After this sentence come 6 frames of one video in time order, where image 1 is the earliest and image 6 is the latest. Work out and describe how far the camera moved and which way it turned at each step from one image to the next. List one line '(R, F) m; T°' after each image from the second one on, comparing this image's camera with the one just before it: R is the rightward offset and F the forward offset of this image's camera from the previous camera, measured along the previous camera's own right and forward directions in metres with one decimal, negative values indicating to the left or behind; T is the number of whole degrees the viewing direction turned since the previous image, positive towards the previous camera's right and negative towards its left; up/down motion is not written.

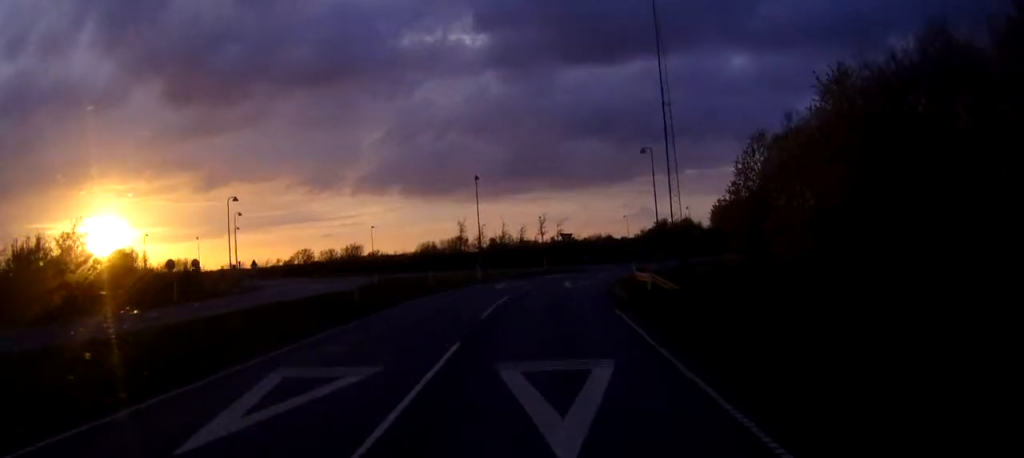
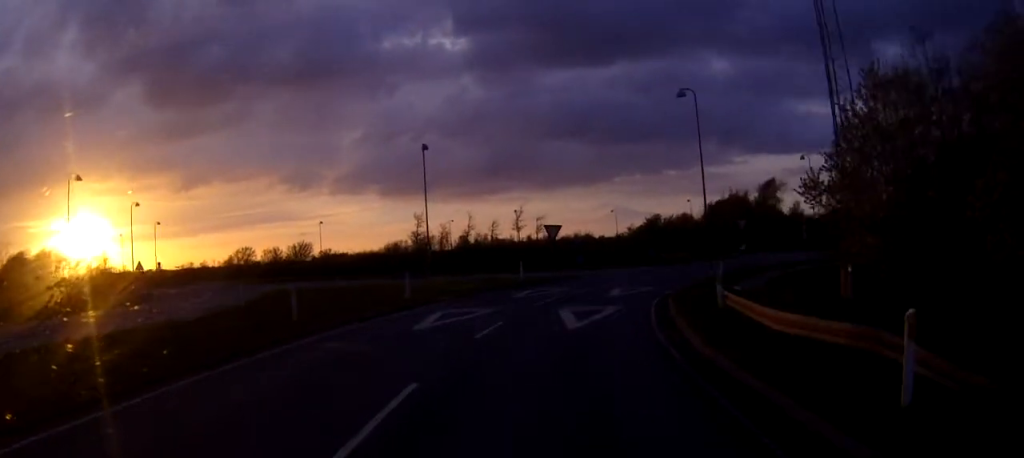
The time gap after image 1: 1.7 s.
(+0.3, +20.3) m; +2°
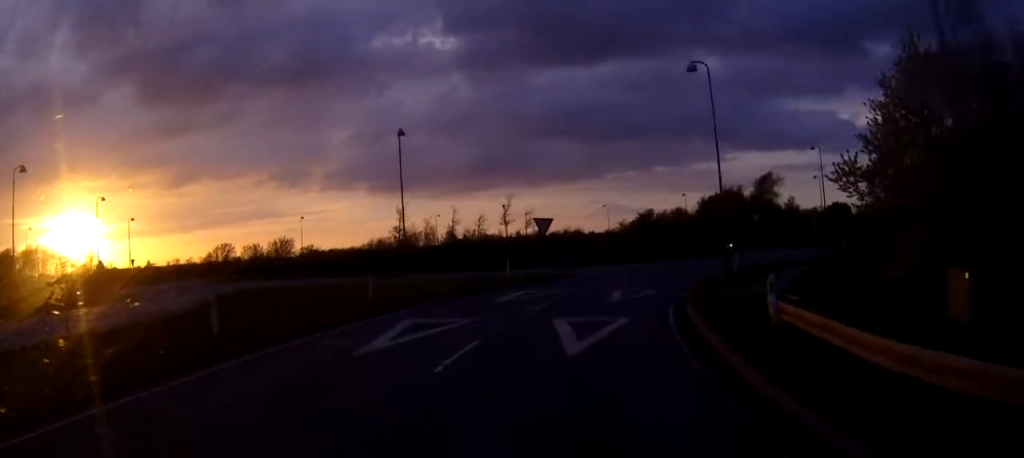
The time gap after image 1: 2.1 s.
(0.0, +4.7) m; +1°
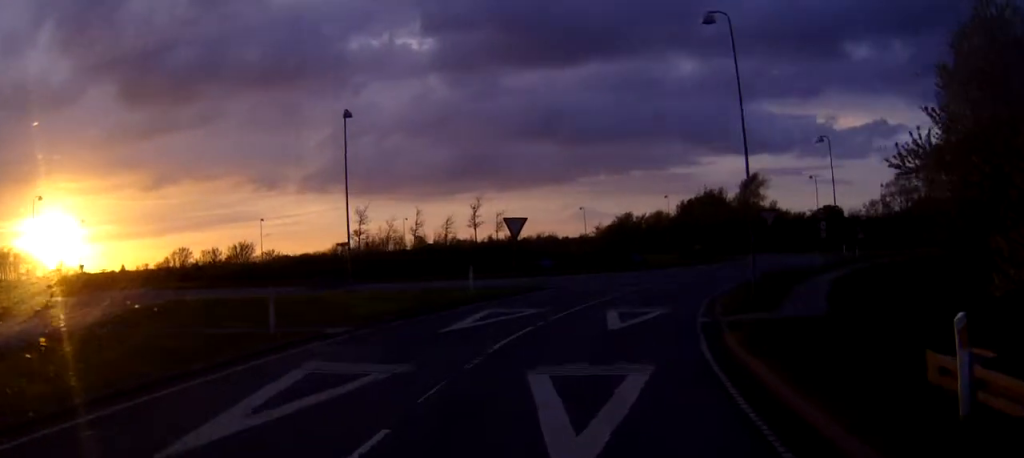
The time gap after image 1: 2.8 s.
(+0.2, +6.5) m; +3°
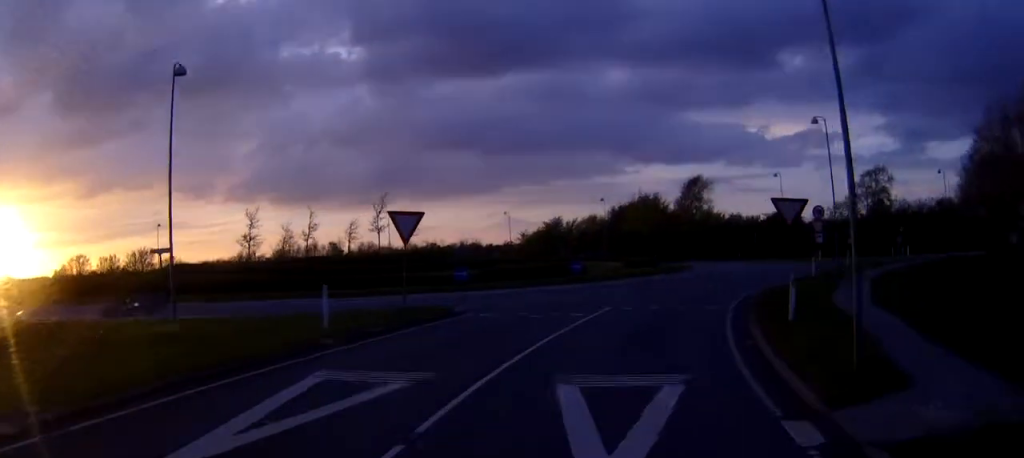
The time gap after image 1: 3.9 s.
(+0.5, +10.8) m; +6°
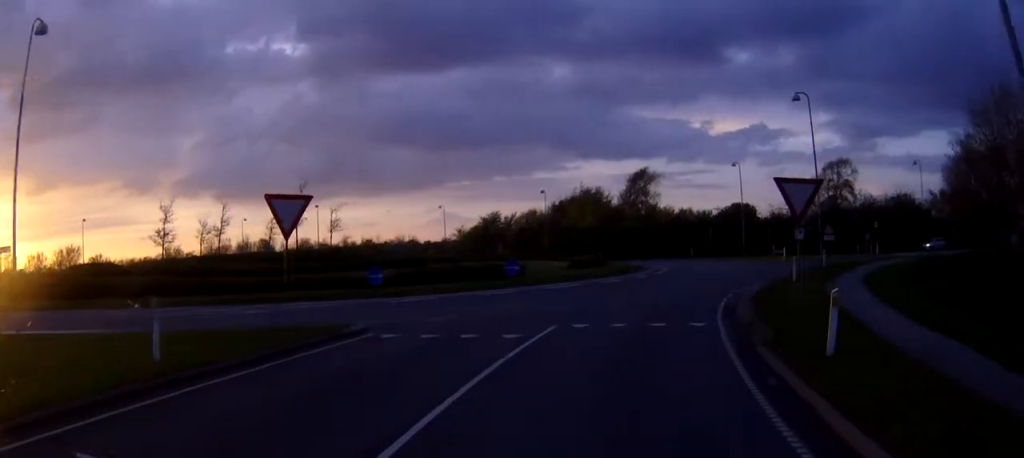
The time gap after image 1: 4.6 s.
(+0.2, +5.5) m; +4°
